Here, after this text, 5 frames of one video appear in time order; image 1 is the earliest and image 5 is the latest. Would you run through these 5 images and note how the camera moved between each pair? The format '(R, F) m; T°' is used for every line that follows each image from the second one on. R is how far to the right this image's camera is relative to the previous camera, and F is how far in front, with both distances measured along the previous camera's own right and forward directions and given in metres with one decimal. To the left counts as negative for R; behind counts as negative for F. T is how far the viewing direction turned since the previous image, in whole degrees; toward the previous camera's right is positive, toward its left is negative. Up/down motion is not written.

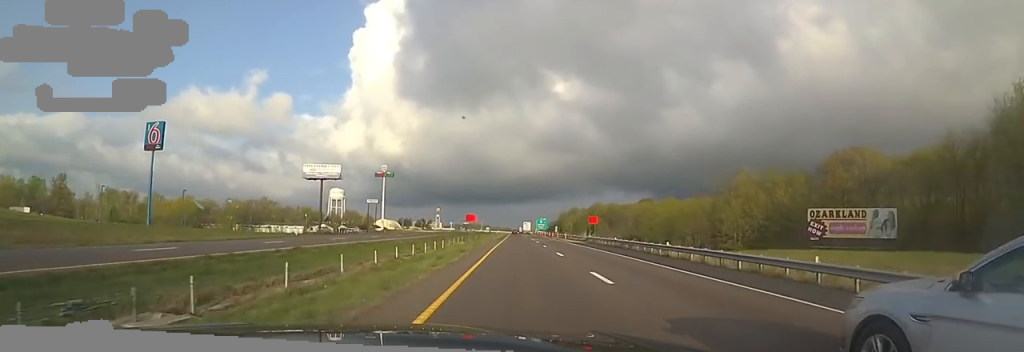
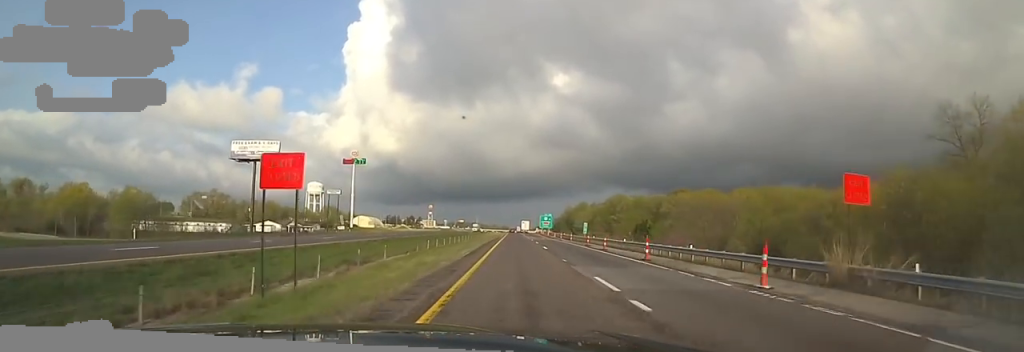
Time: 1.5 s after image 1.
(0.0, +50.8) m; +1°
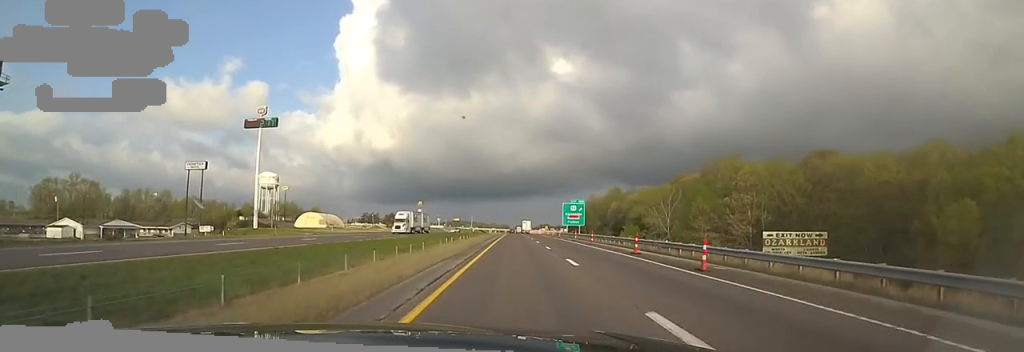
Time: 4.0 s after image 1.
(+2.2, +88.2) m; 0°
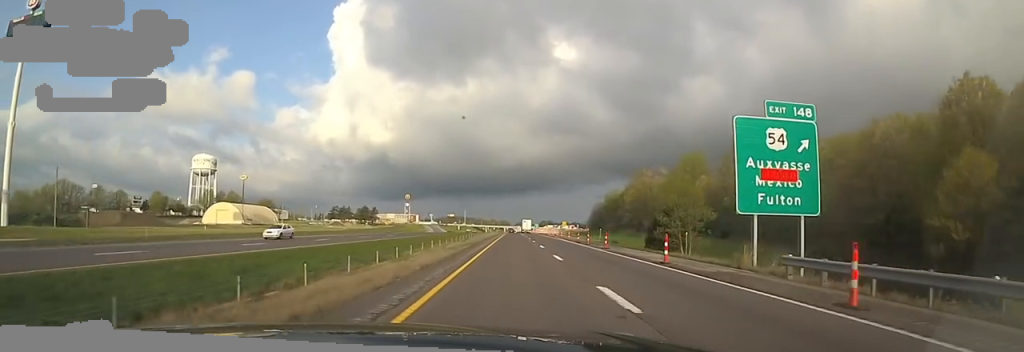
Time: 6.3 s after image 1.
(-0.8, +81.7) m; 0°
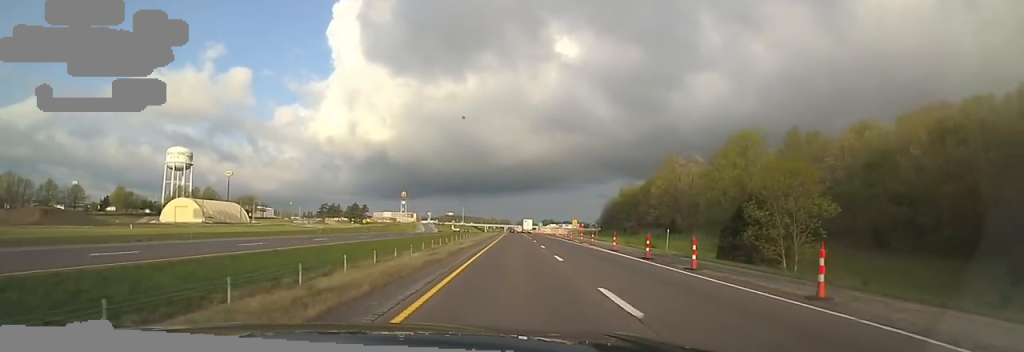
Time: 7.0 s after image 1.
(-0.1, +24.6) m; +2°
